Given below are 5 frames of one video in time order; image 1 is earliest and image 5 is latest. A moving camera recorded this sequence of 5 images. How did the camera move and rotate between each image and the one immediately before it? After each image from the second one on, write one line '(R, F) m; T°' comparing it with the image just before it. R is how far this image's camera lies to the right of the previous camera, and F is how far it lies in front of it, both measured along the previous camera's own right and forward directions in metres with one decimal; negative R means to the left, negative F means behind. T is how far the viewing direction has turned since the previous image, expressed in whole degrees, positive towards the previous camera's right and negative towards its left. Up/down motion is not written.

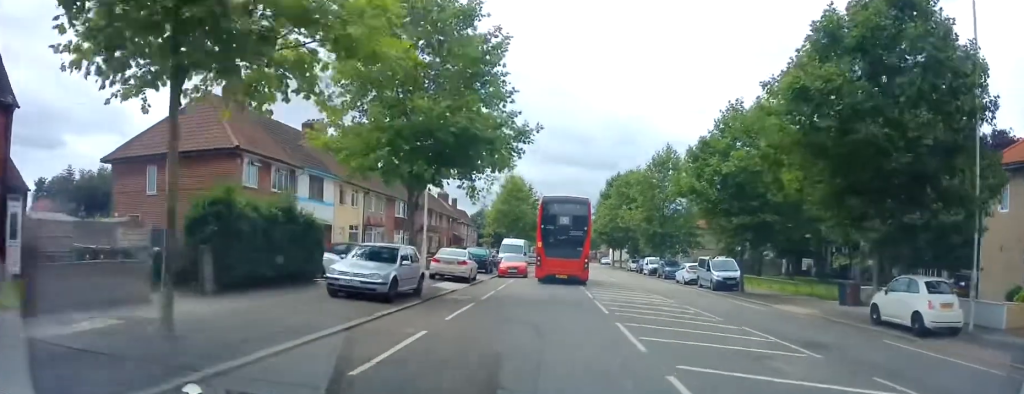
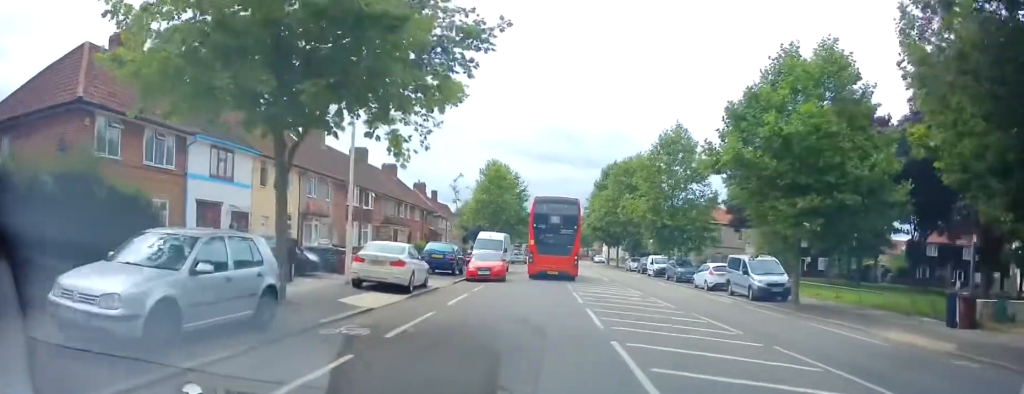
(+0.4, +8.7) m; +1°
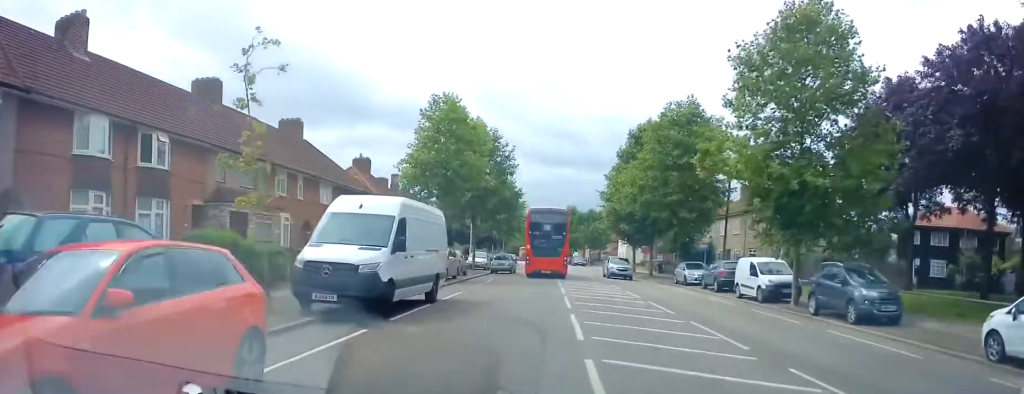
(0.0, +24.7) m; -2°
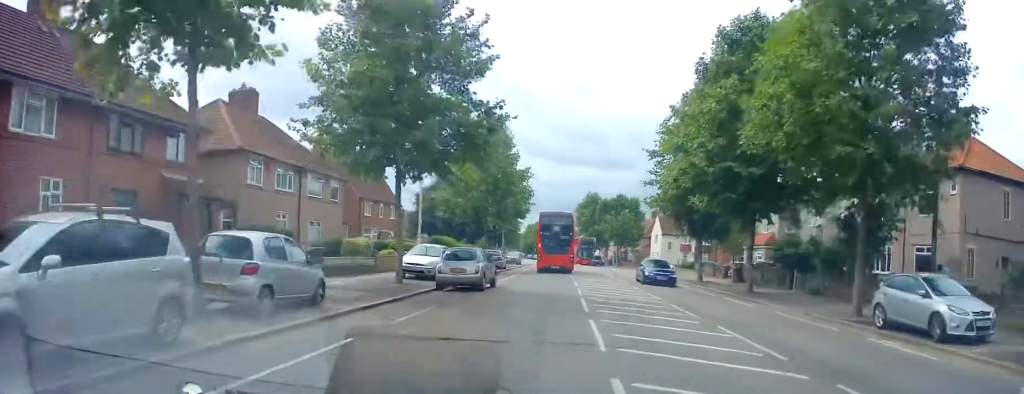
(+0.3, +24.1) m; +1°
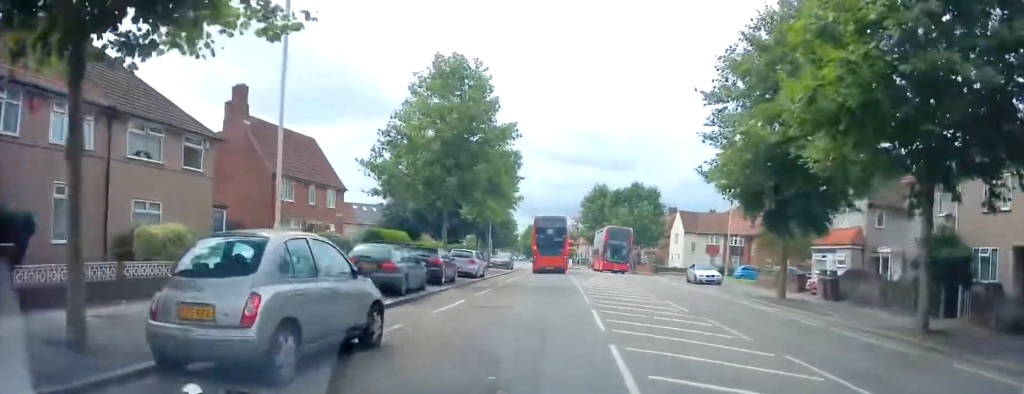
(0.0, +14.6) m; -2°
